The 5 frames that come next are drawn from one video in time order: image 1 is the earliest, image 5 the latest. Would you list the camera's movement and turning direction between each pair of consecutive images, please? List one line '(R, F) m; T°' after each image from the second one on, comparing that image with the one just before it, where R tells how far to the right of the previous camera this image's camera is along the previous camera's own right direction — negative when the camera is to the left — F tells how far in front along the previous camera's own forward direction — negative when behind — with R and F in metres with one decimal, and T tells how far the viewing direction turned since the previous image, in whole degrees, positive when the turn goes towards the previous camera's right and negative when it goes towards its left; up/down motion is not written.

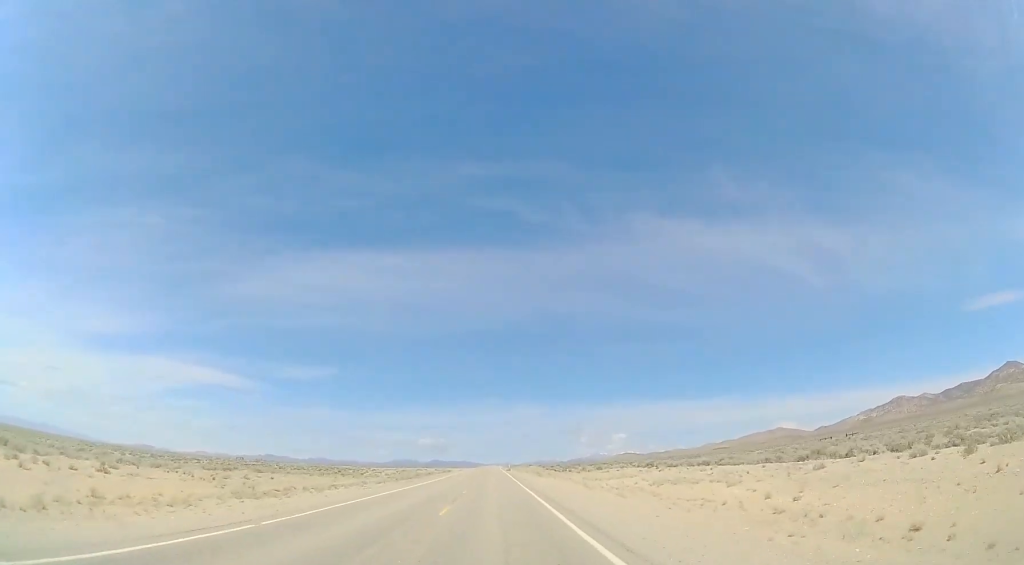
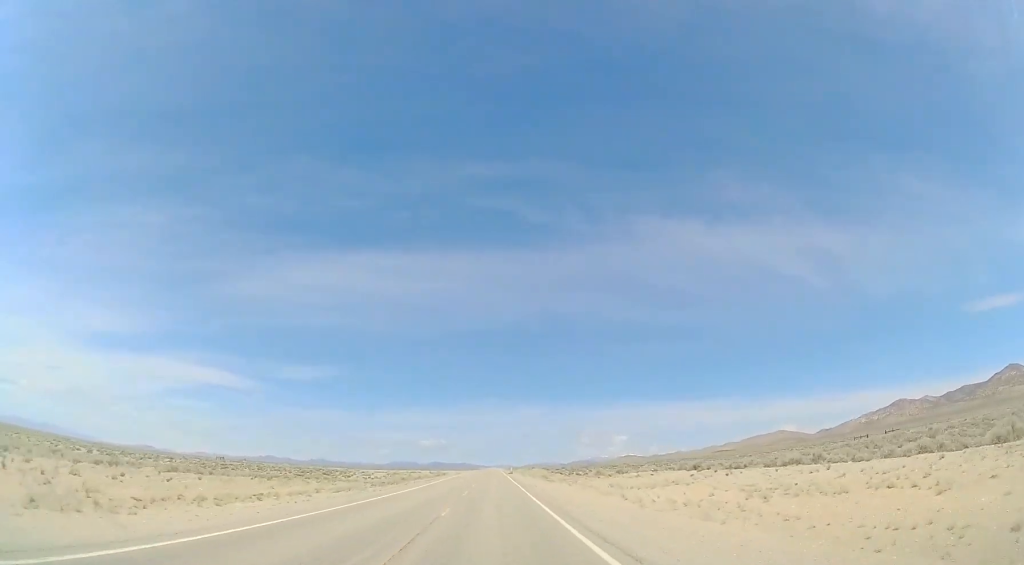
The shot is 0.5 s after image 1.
(-0.1, +11.7) m; 0°
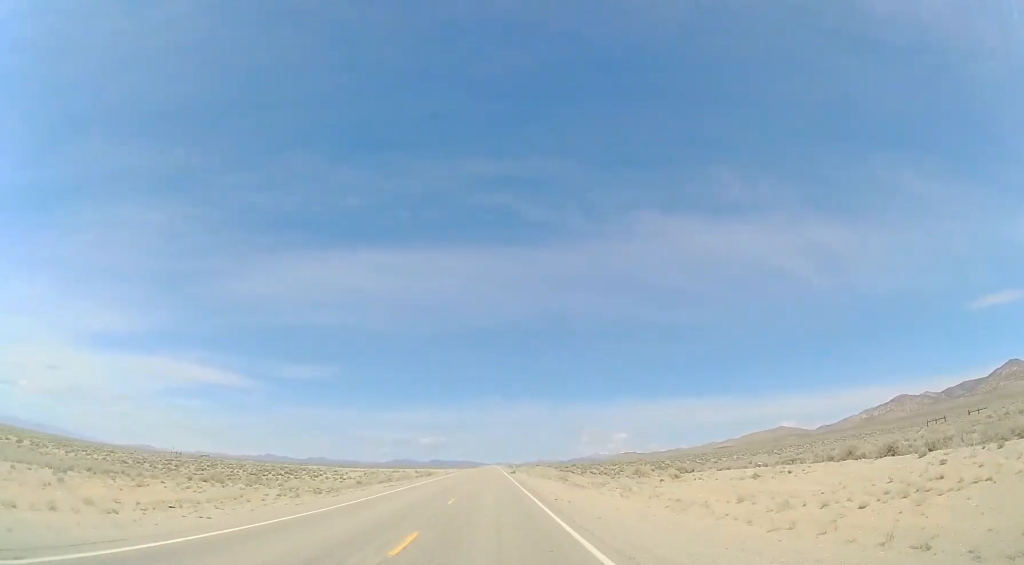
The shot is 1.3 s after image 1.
(-0.3, +20.9) m; 0°
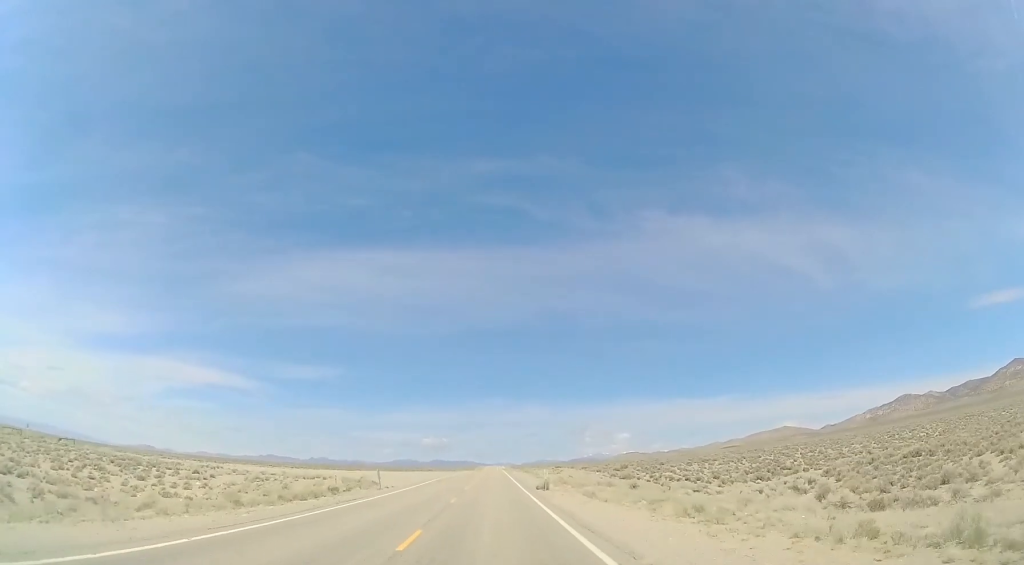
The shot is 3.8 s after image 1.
(+0.3, +50.7) m; 0°
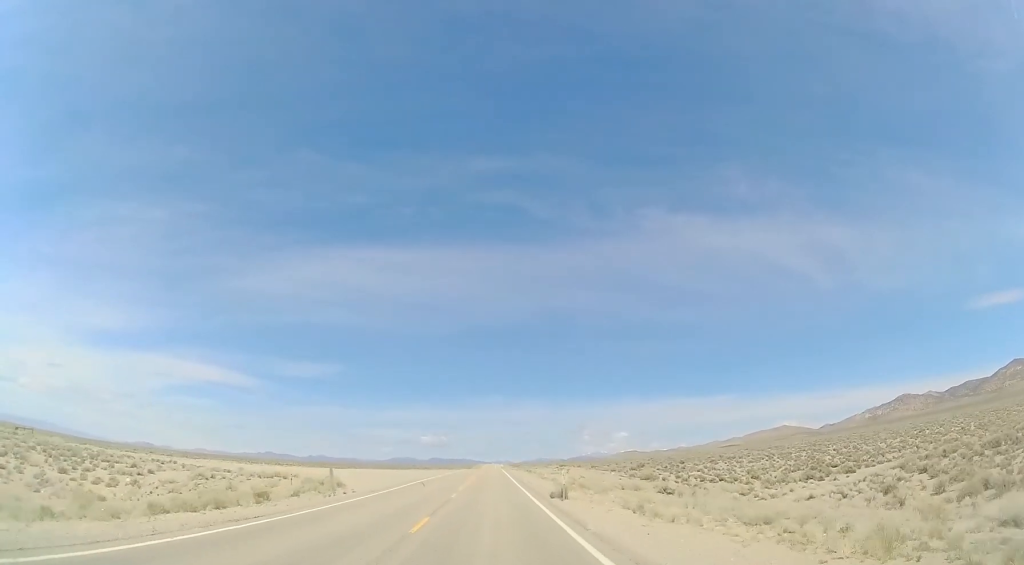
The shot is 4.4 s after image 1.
(0.0, +10.4) m; +1°
